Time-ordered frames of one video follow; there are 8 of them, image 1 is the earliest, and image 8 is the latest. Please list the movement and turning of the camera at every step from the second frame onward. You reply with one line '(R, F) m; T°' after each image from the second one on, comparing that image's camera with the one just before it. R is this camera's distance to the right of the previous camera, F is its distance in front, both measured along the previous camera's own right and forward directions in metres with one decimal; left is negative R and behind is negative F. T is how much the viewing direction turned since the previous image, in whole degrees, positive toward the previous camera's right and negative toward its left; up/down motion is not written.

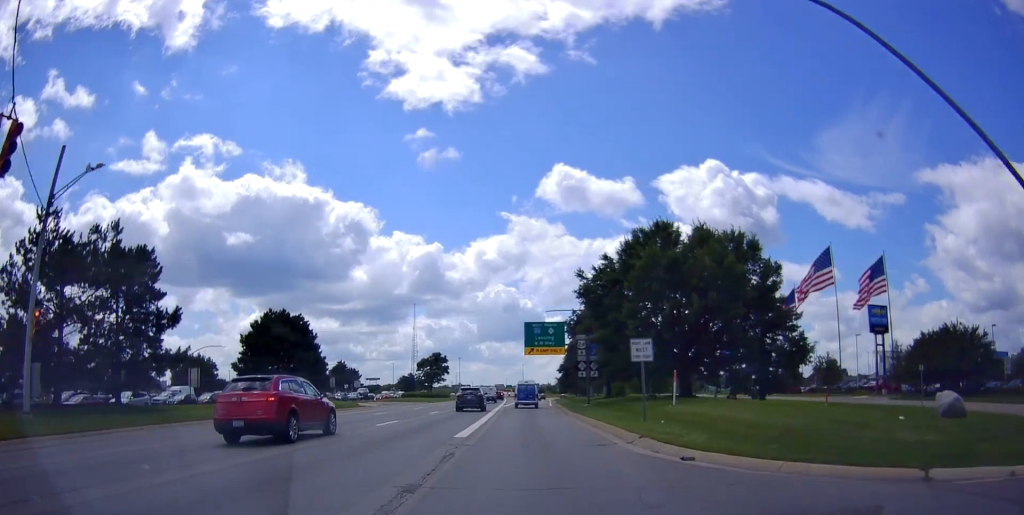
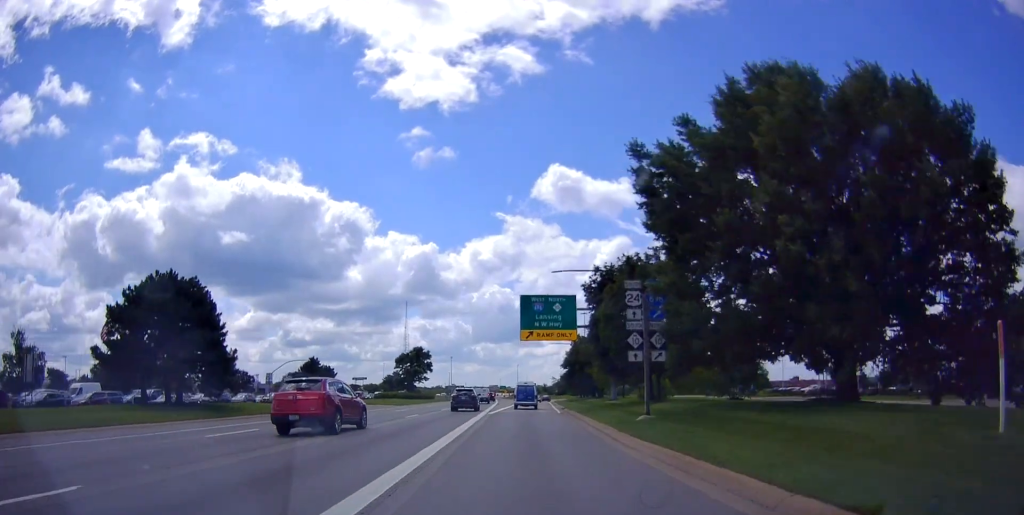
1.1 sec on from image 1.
(-0.7, +18.4) m; 0°
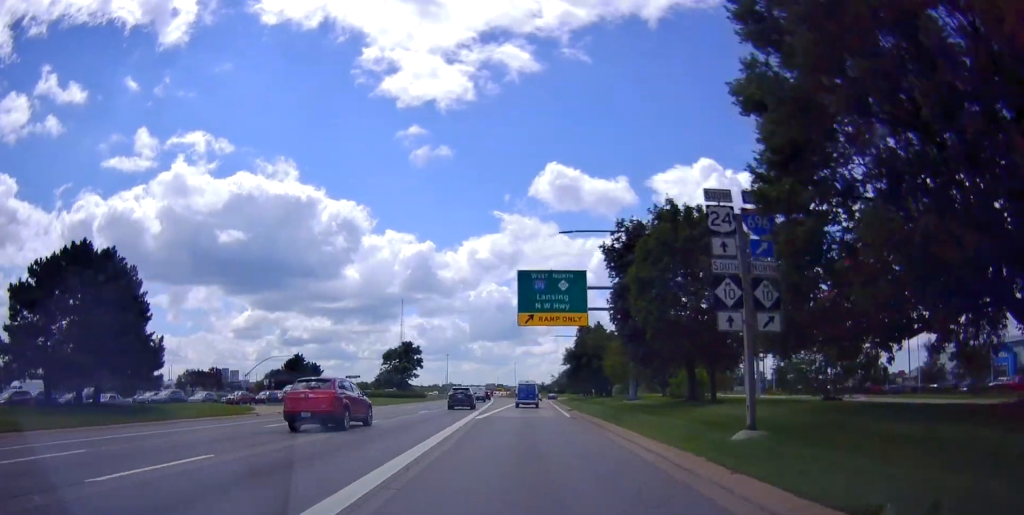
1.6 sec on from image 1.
(+0.4, +9.0) m; +1°
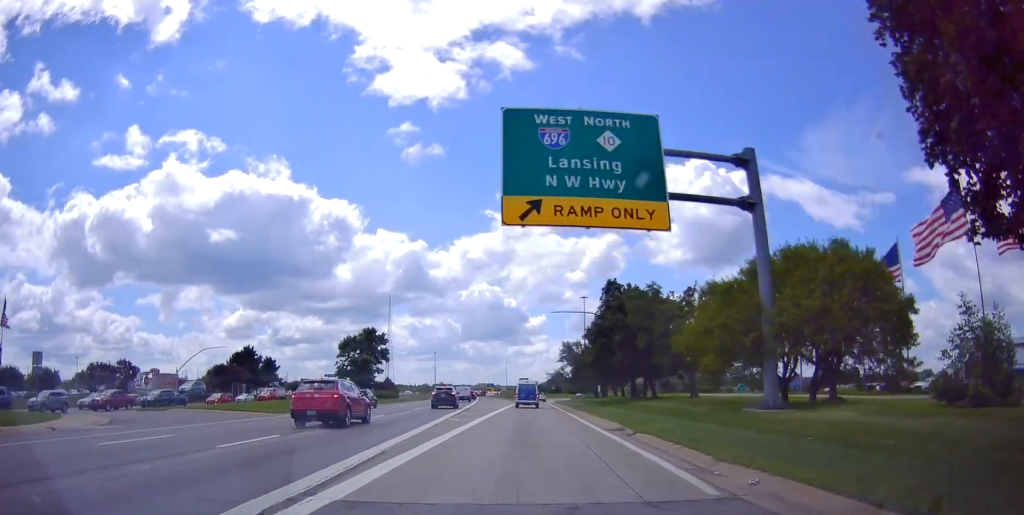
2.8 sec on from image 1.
(0.0, +22.9) m; +1°
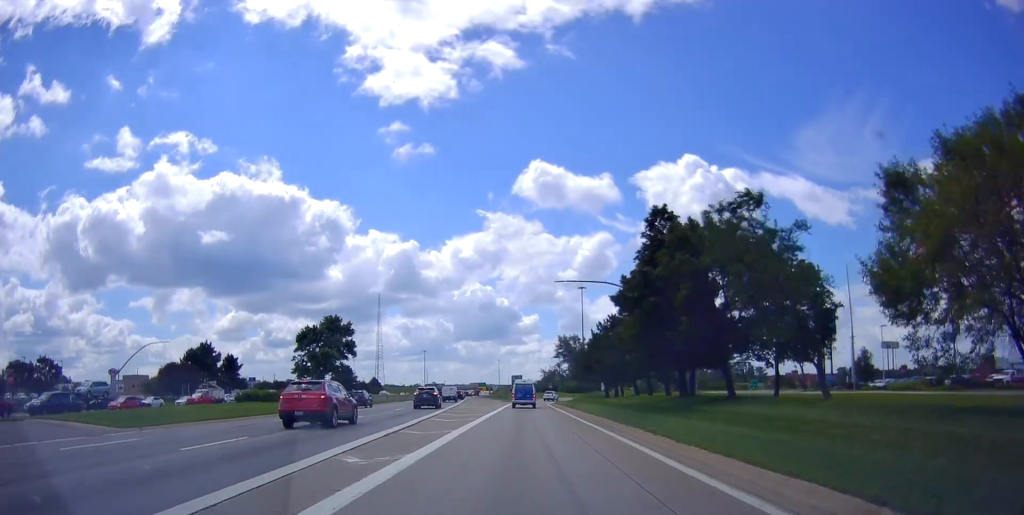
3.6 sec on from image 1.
(+0.2, +14.9) m; +1°
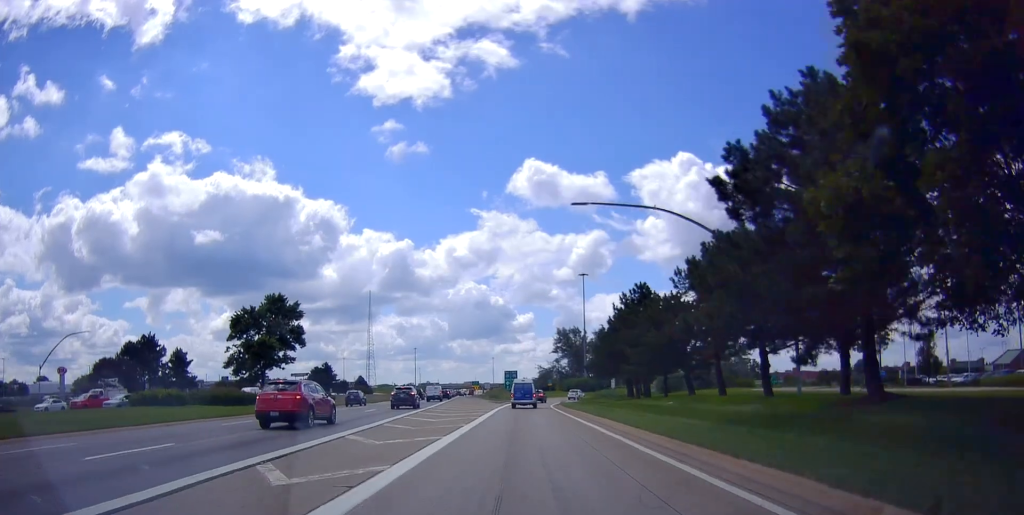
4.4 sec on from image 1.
(+0.1, +17.3) m; 0°
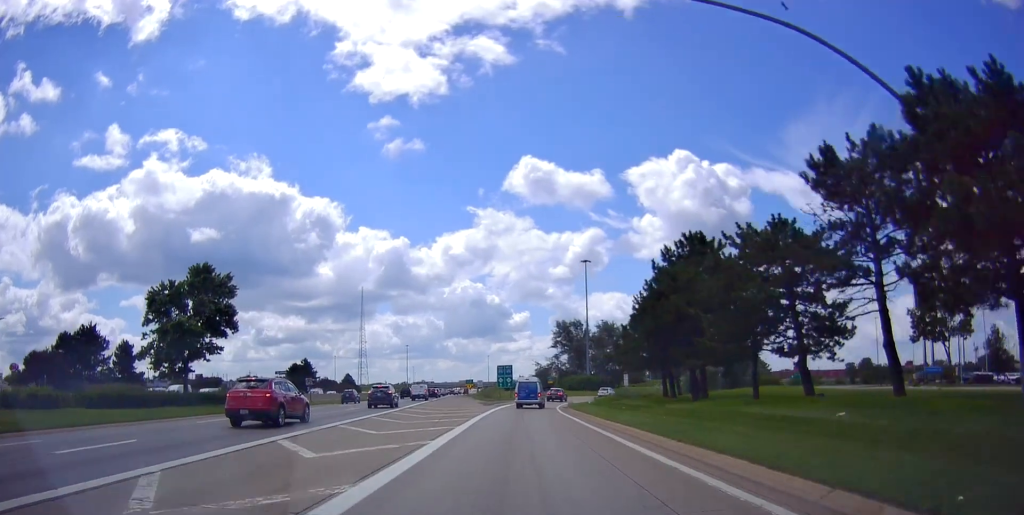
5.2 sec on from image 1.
(0.0, +14.9) m; 0°
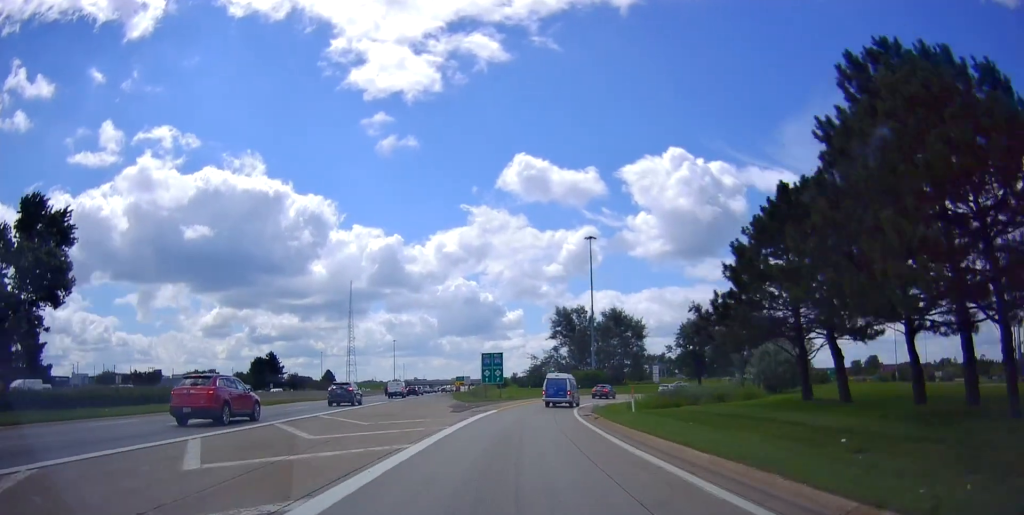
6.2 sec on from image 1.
(0.0, +21.2) m; 0°
